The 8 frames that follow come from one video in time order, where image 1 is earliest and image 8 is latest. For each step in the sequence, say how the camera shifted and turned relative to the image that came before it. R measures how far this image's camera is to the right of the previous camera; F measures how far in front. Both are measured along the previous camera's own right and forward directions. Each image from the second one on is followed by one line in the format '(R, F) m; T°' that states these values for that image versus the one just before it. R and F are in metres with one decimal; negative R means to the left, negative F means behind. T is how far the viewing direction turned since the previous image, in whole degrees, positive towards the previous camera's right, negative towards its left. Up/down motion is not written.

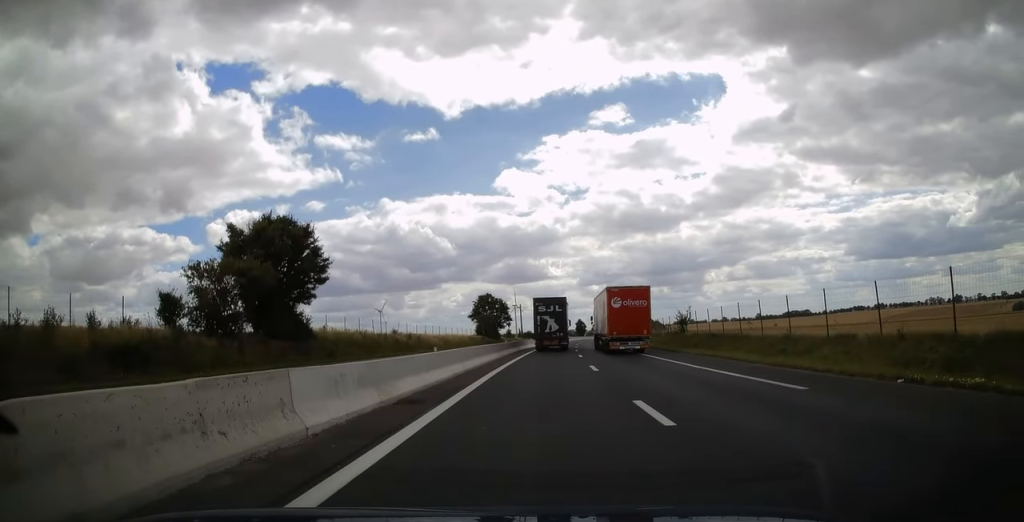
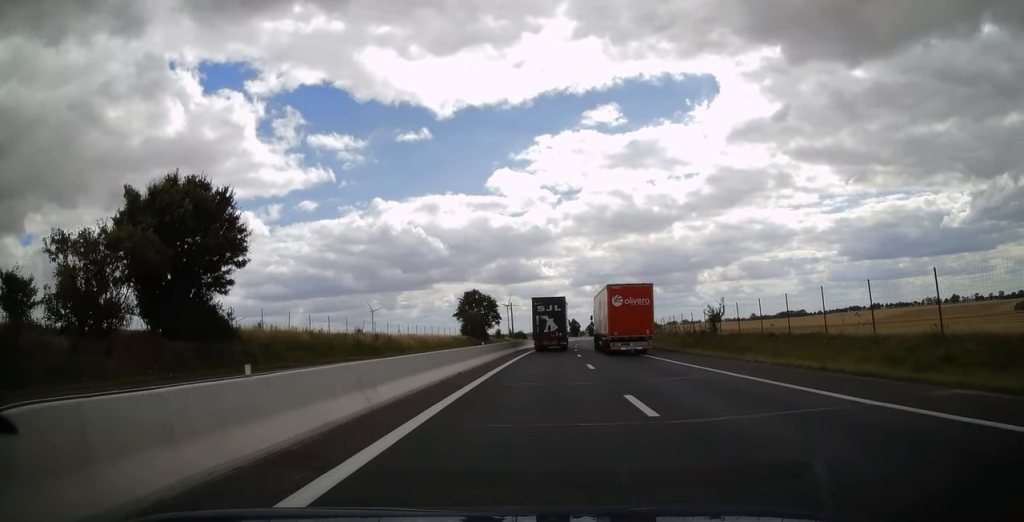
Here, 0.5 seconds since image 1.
(0.0, +12.1) m; +1°
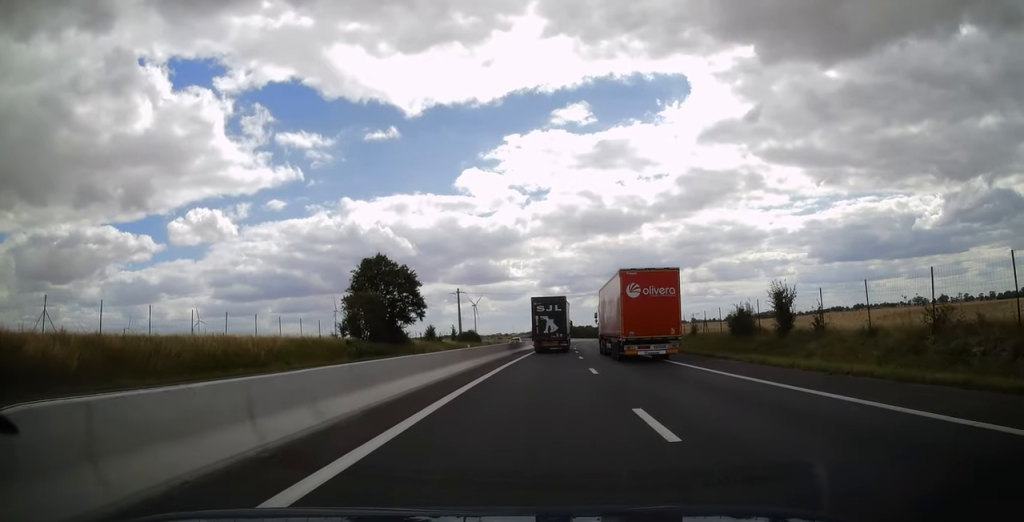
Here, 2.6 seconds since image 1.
(+1.4, +54.5) m; +3°
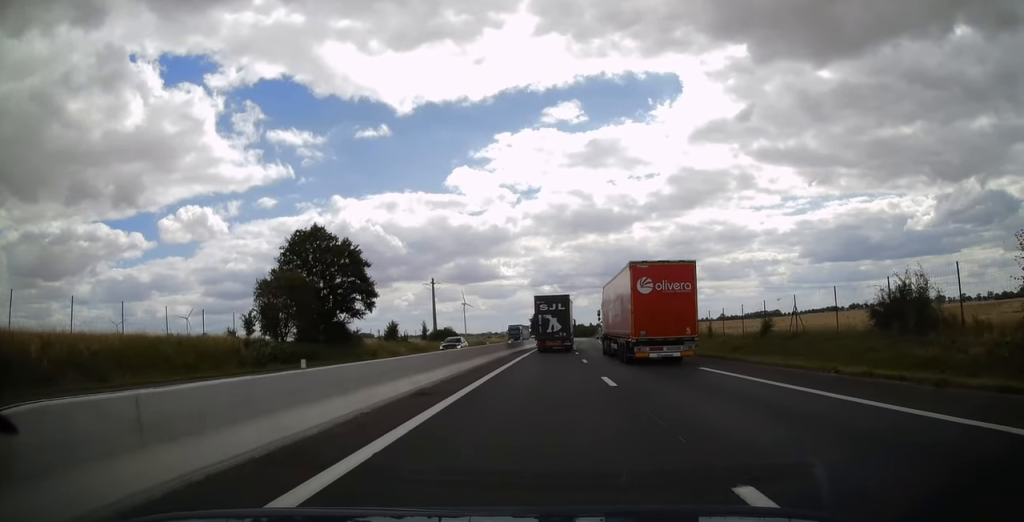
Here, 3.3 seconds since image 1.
(+0.2, +18.3) m; +1°
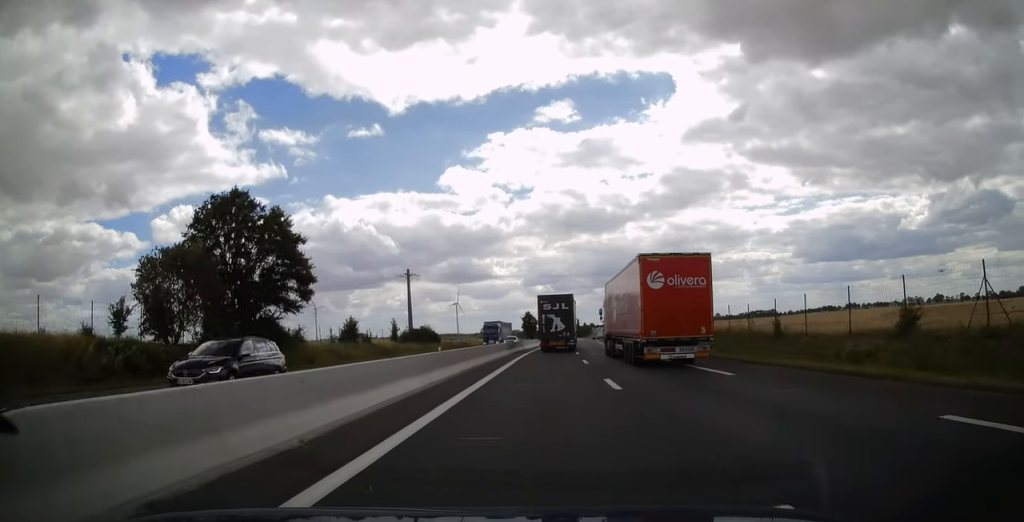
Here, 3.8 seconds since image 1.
(+0.1, +14.0) m; +1°
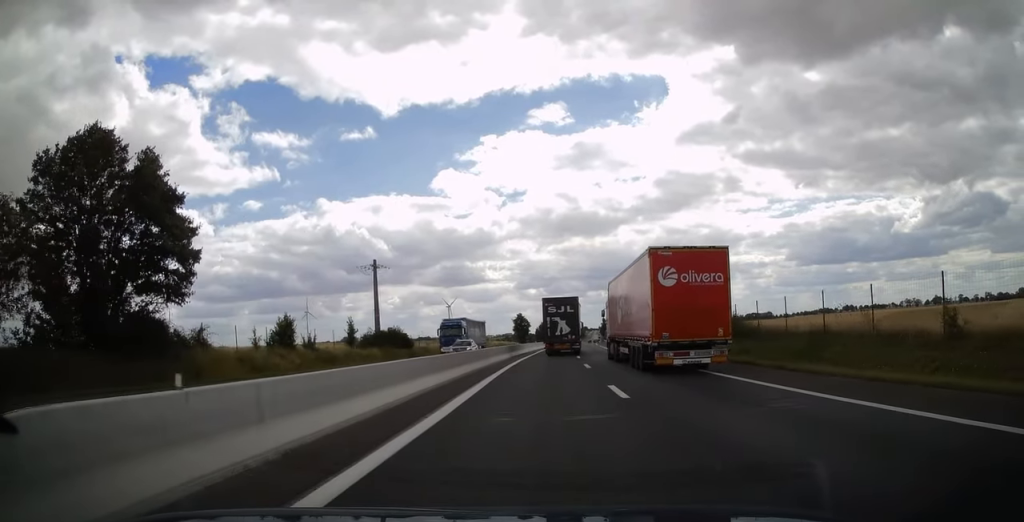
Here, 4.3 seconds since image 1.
(-0.1, +14.4) m; +1°
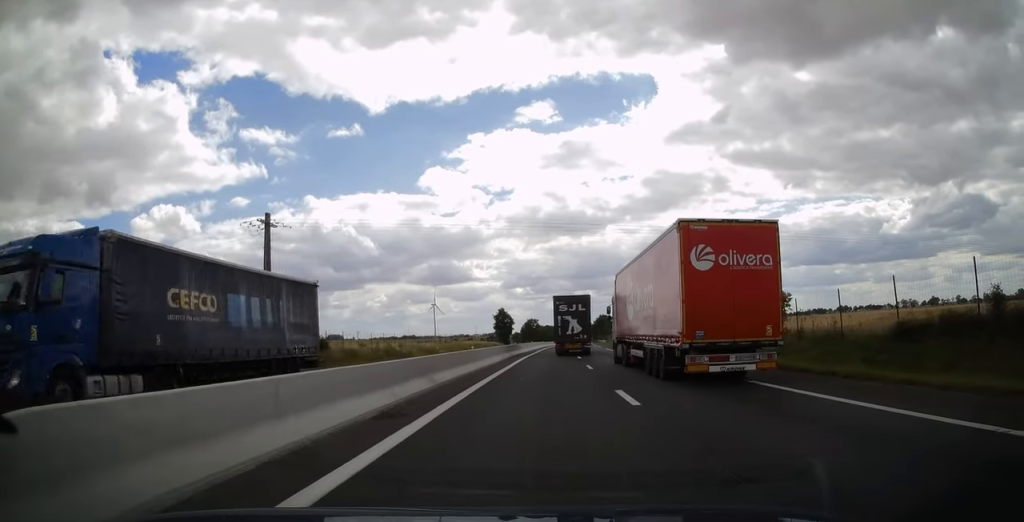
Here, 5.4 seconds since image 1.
(+0.6, +27.1) m; +1°
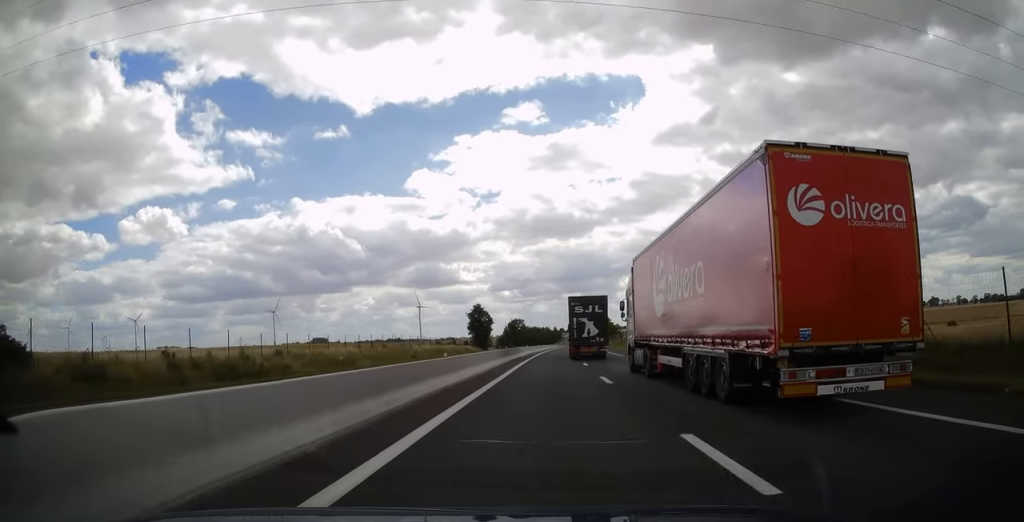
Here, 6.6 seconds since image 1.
(-0.1, +32.4) m; +1°
